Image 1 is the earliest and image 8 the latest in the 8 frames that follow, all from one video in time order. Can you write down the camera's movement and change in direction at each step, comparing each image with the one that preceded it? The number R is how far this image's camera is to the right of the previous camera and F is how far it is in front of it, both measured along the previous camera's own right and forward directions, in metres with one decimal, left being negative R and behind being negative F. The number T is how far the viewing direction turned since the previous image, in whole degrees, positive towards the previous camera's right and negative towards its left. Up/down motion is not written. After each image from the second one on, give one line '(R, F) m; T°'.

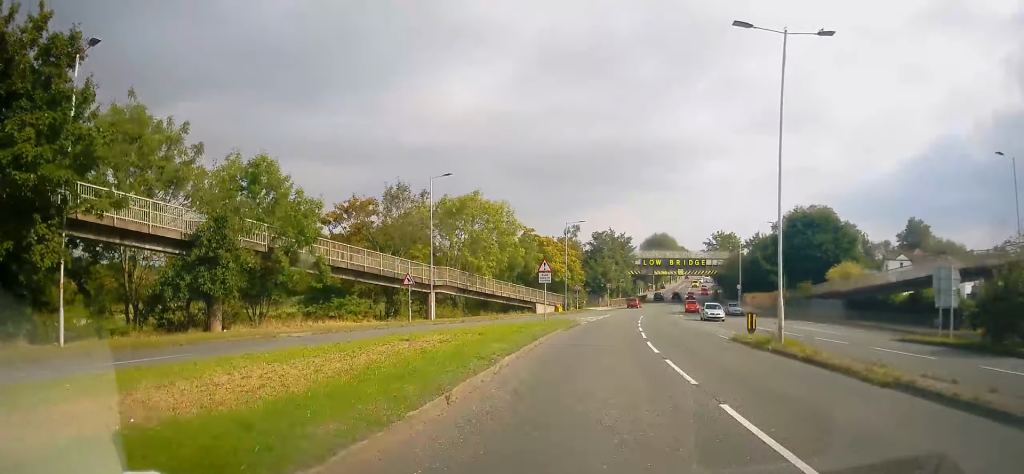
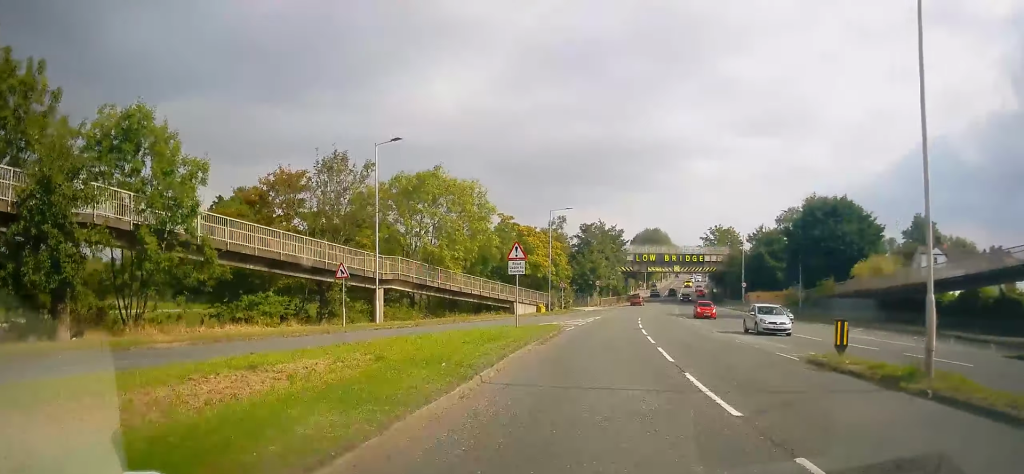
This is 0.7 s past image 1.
(+0.2, +9.1) m; 0°
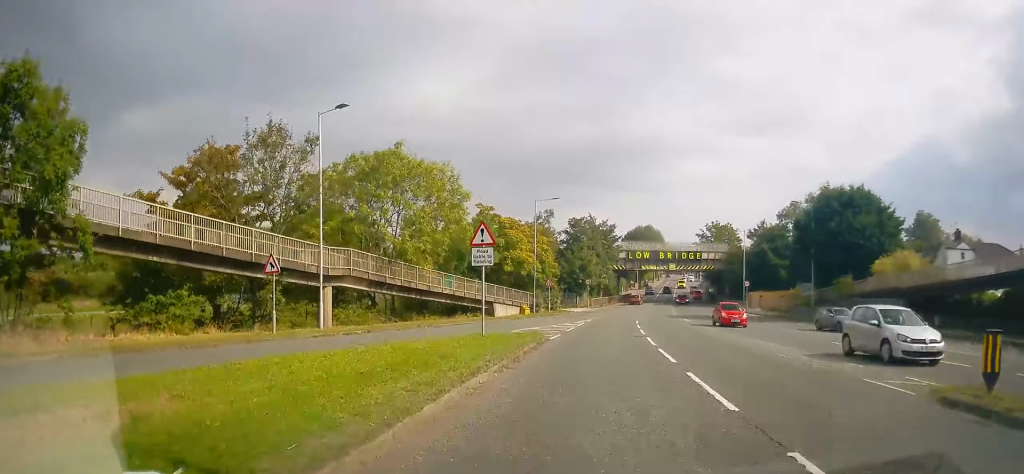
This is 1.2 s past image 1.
(-0.3, +6.1) m; 0°
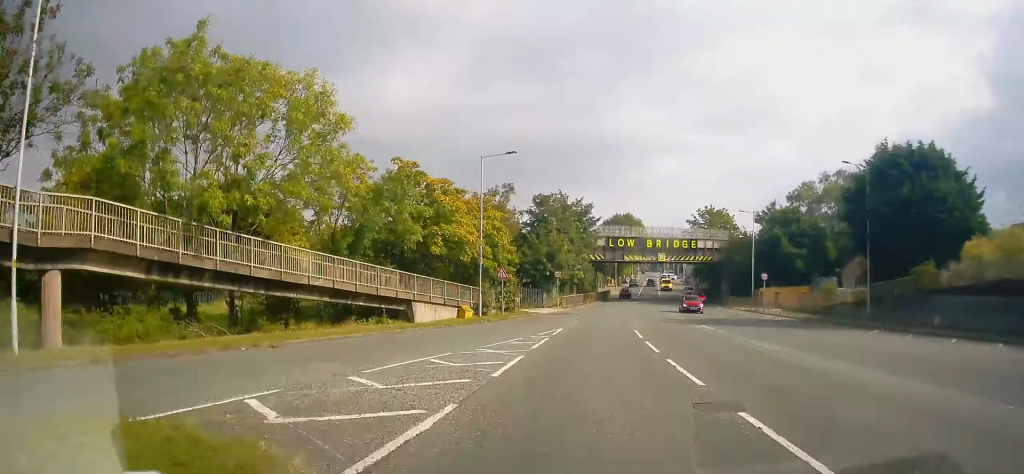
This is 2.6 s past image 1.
(+0.4, +16.4) m; +3°
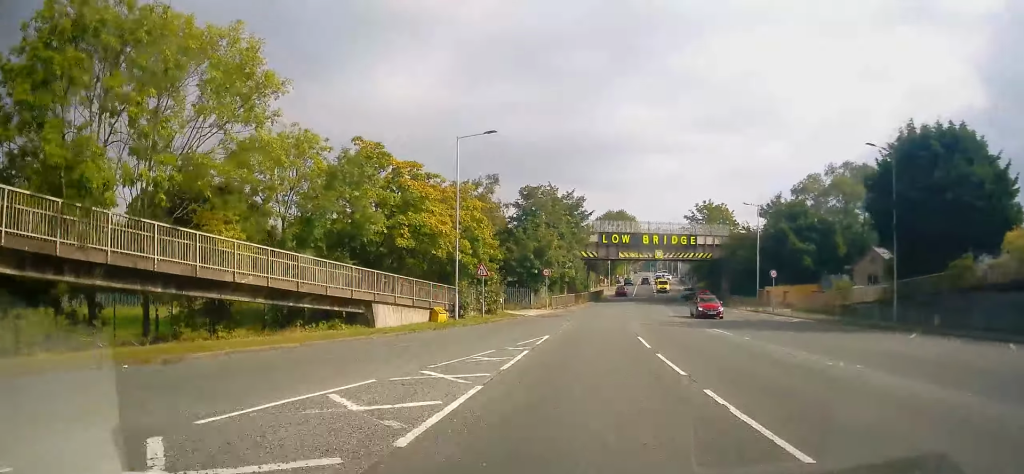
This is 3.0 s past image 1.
(0.0, +5.0) m; +1°
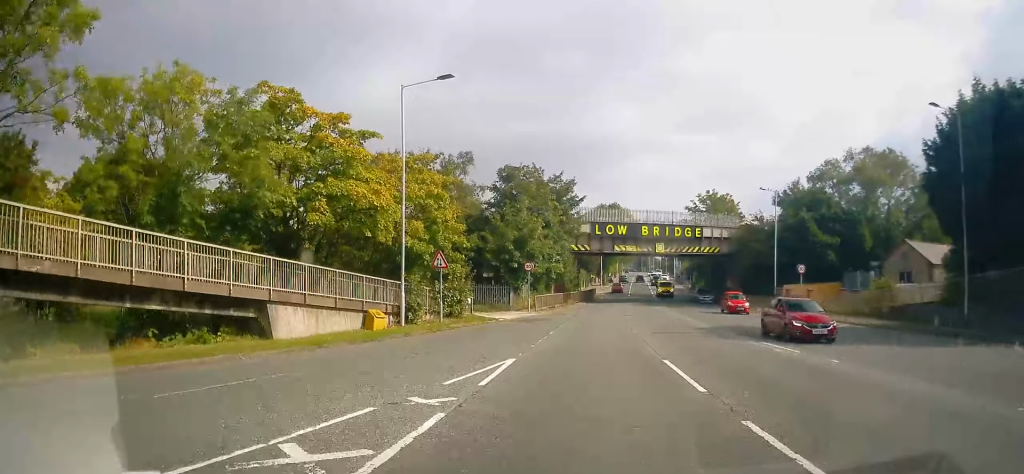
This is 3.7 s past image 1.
(0.0, +8.7) m; +2°
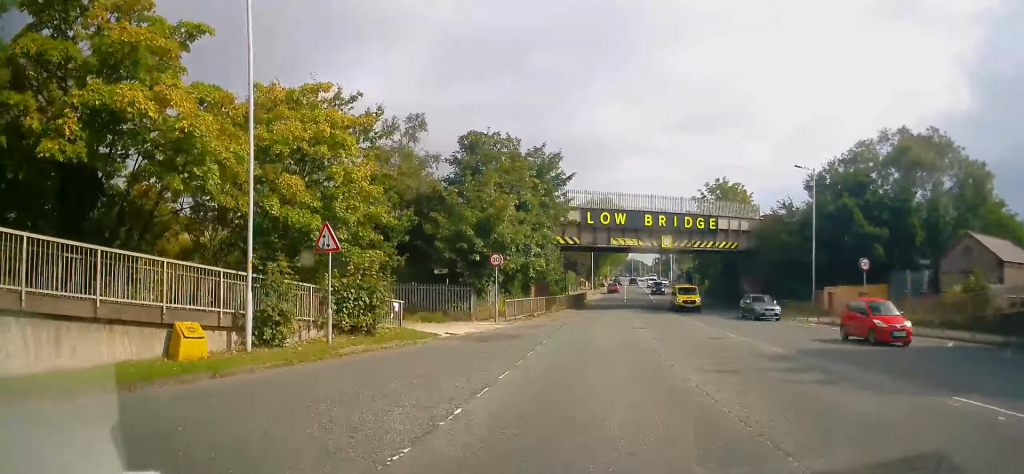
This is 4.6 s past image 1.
(+0.3, +11.4) m; +4°
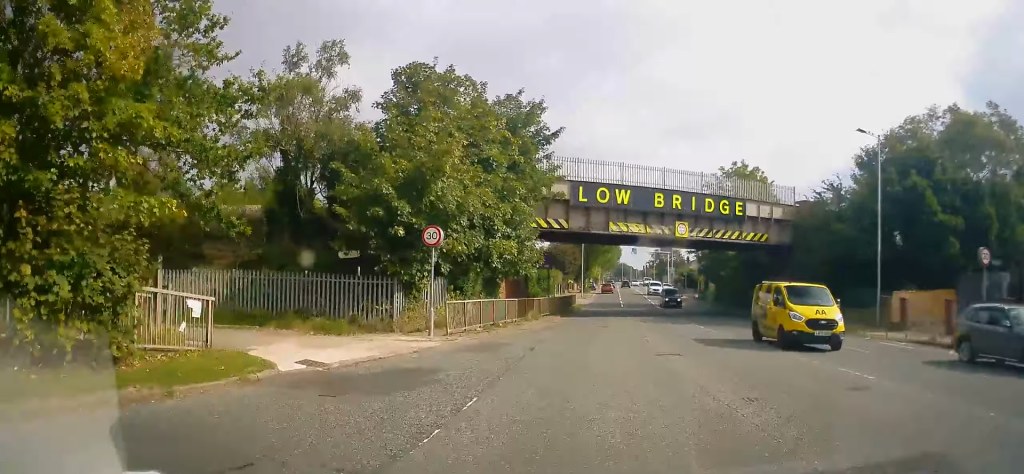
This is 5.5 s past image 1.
(+0.6, +11.3) m; -2°
